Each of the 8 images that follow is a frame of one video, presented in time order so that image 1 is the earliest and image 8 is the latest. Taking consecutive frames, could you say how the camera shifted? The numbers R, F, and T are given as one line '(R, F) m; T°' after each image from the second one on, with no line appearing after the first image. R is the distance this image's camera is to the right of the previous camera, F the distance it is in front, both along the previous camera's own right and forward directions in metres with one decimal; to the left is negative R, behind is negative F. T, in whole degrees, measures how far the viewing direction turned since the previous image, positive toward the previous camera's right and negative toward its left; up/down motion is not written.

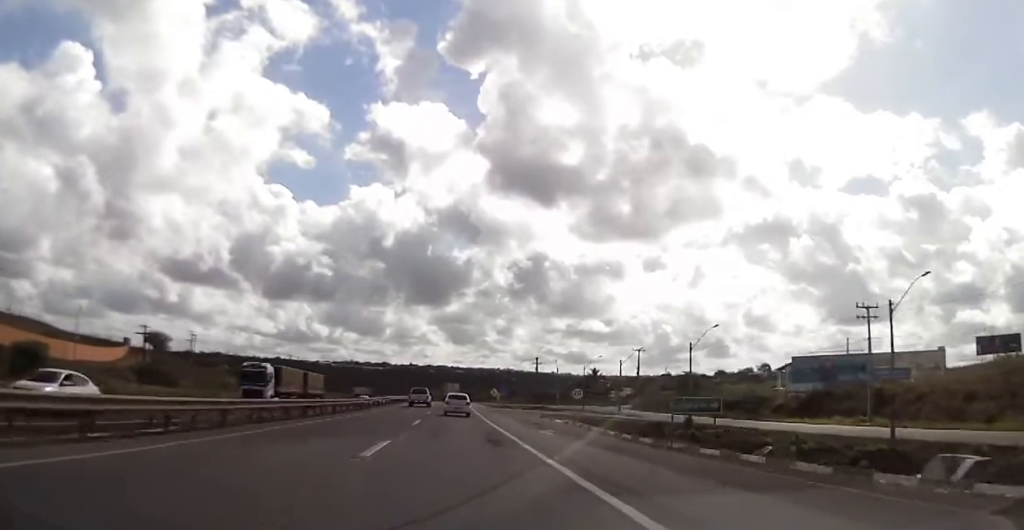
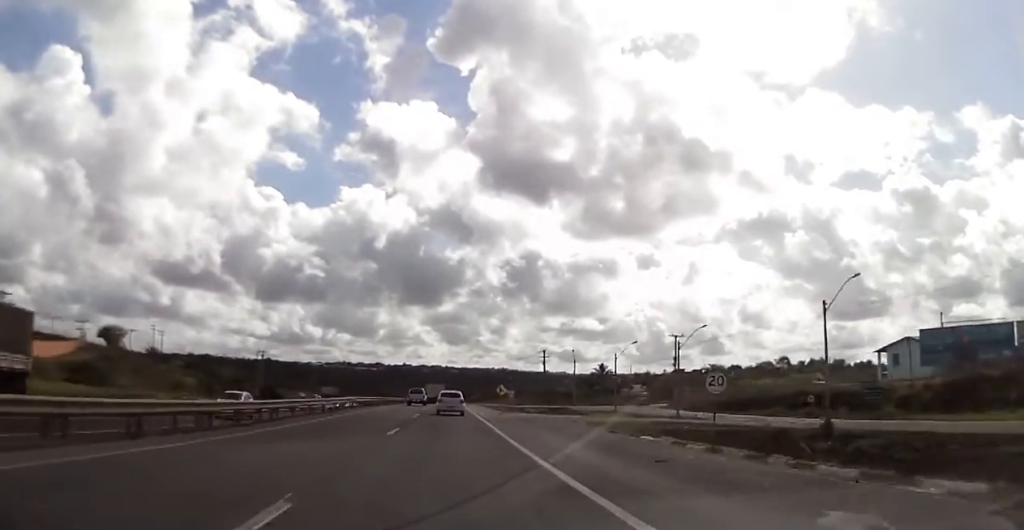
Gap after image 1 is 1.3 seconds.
(-0.5, +24.9) m; 0°
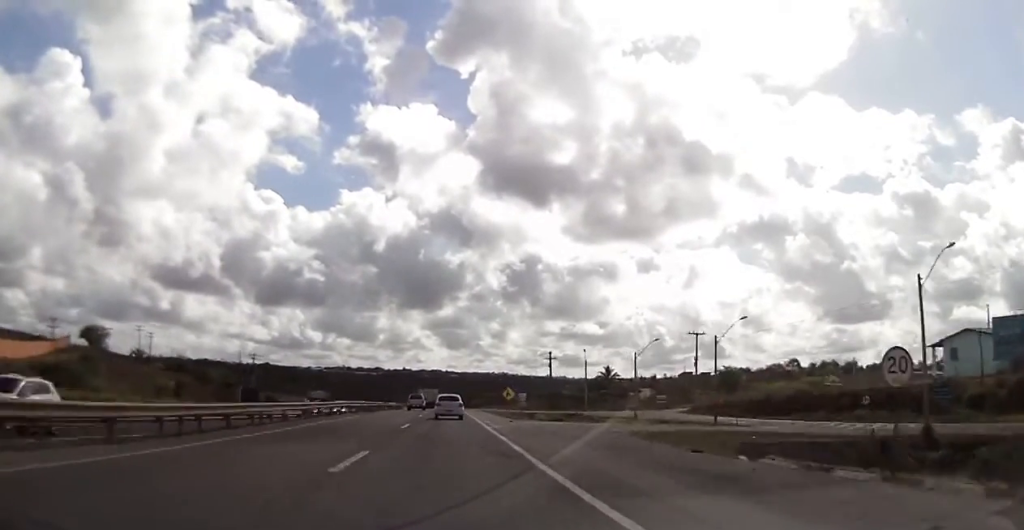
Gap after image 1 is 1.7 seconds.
(+0.2, +9.2) m; +1°
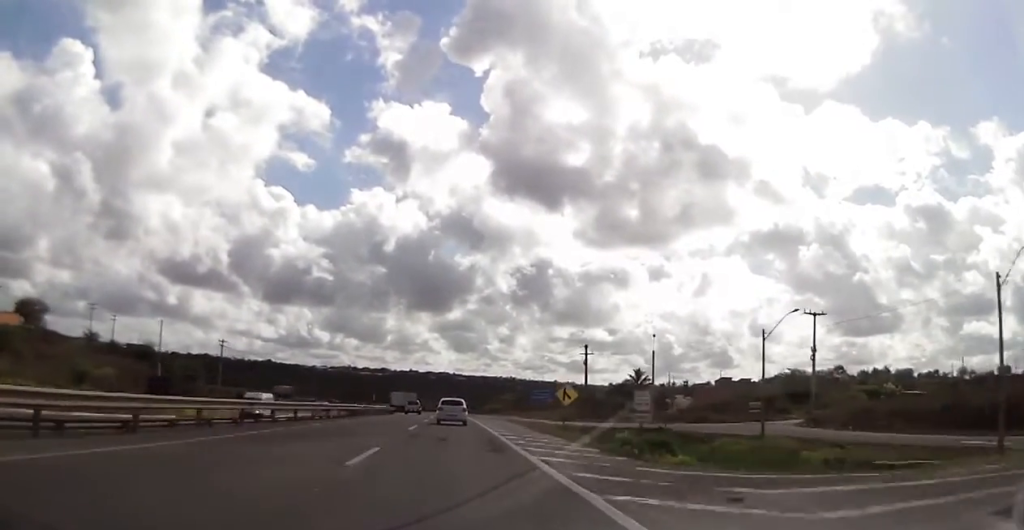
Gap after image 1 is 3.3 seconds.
(+0.3, +31.1) m; -1°
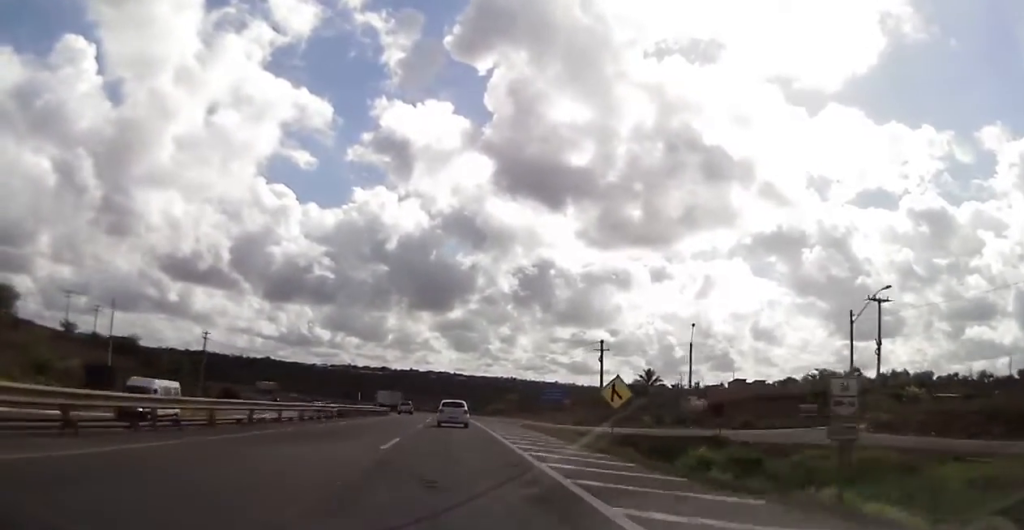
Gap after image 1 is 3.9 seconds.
(-0.3, +11.3) m; 0°
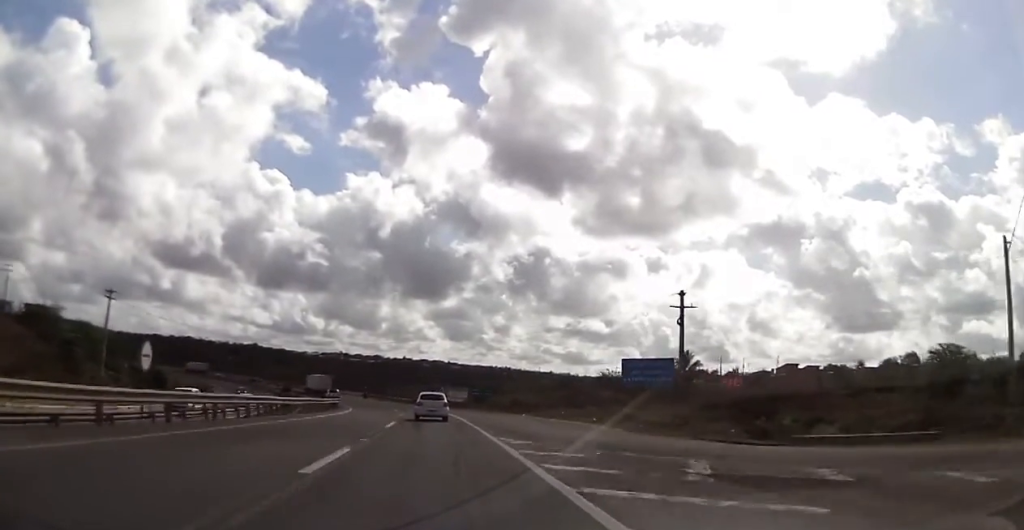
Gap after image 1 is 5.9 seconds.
(+0.7, +39.6) m; +1°
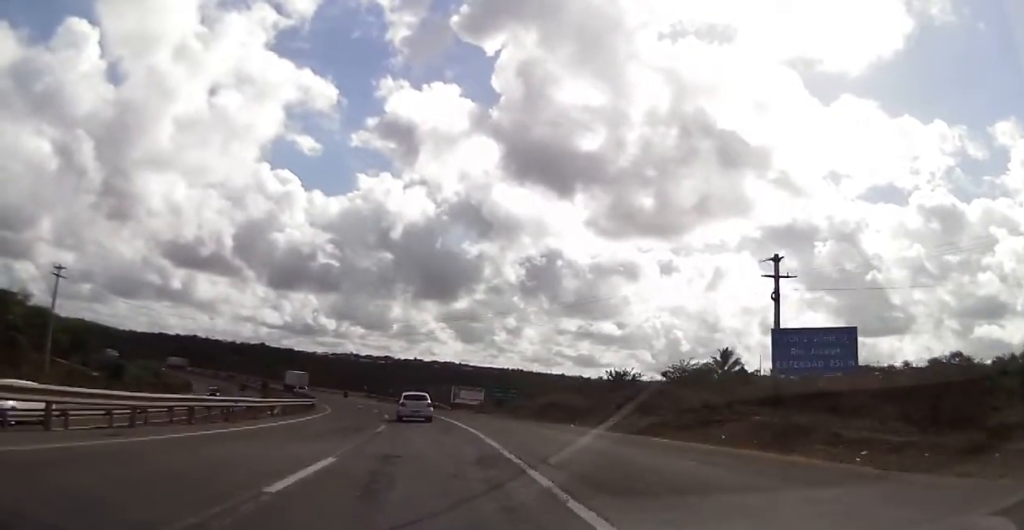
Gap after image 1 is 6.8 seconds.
(0.0, +18.3) m; -1°
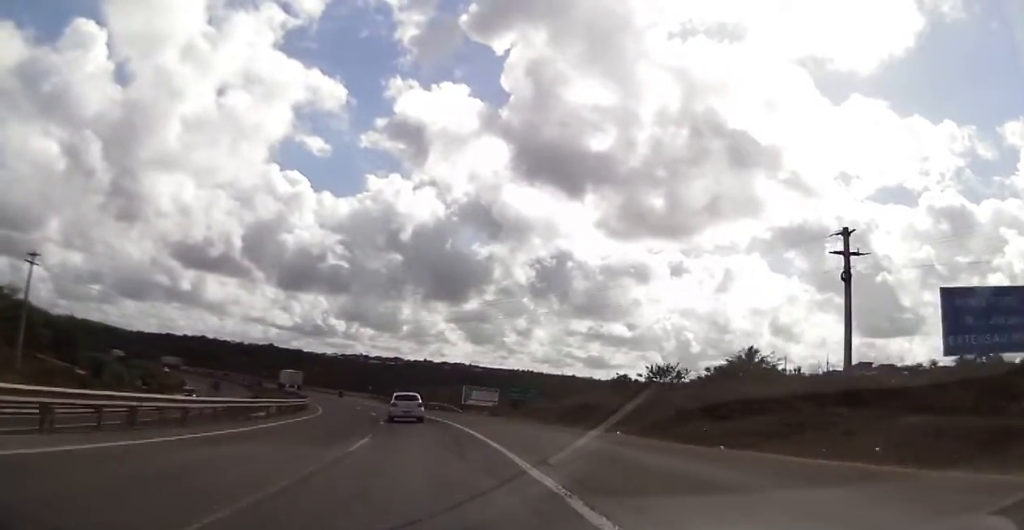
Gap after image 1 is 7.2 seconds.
(+0.1, +8.4) m; -1°
